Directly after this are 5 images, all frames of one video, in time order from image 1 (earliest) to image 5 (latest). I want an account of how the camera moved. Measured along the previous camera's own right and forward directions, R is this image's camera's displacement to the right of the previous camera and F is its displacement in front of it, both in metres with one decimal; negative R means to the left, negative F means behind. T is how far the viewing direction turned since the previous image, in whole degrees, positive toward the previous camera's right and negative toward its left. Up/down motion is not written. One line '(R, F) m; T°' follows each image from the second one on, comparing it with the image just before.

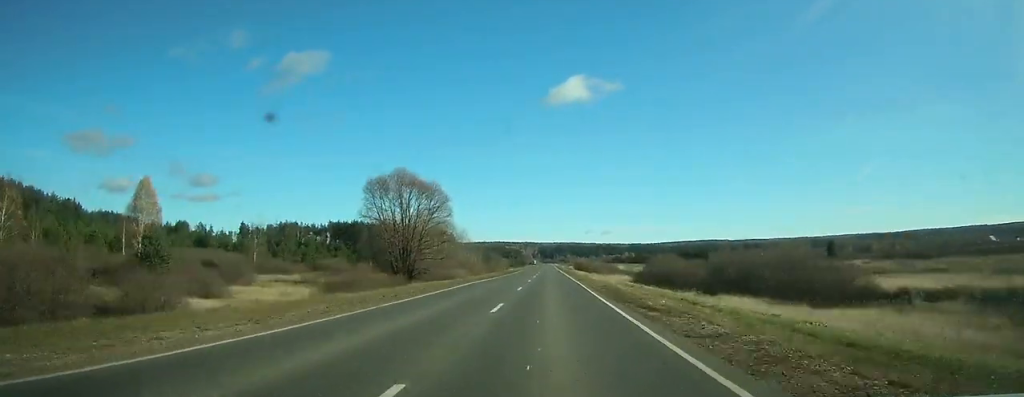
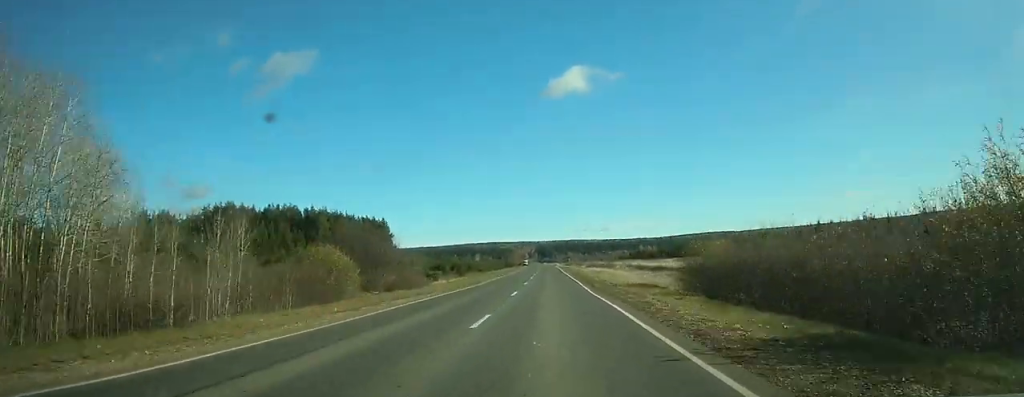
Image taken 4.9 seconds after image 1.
(+0.1, +134.1) m; 0°
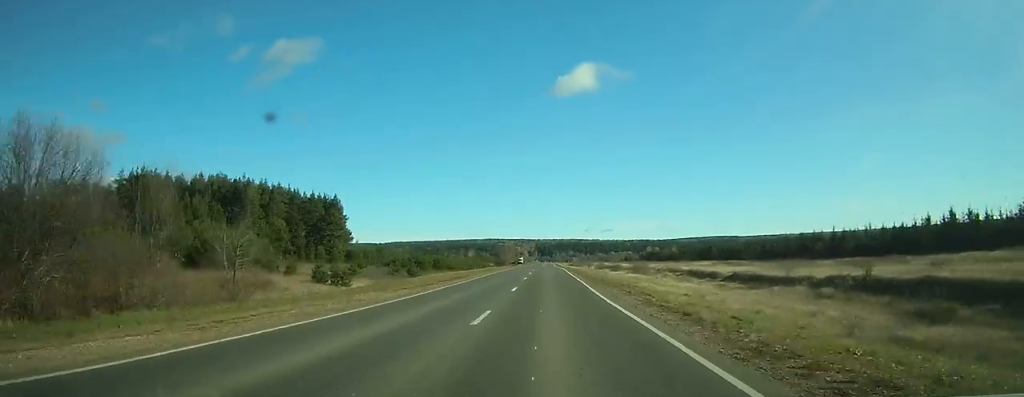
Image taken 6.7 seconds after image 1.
(0.0, +47.3) m; 0°
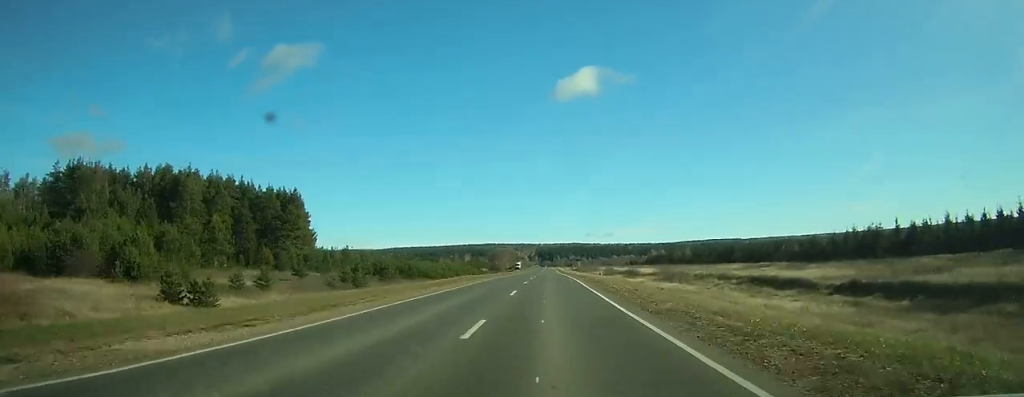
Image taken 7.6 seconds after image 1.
(0.0, +25.5) m; 0°
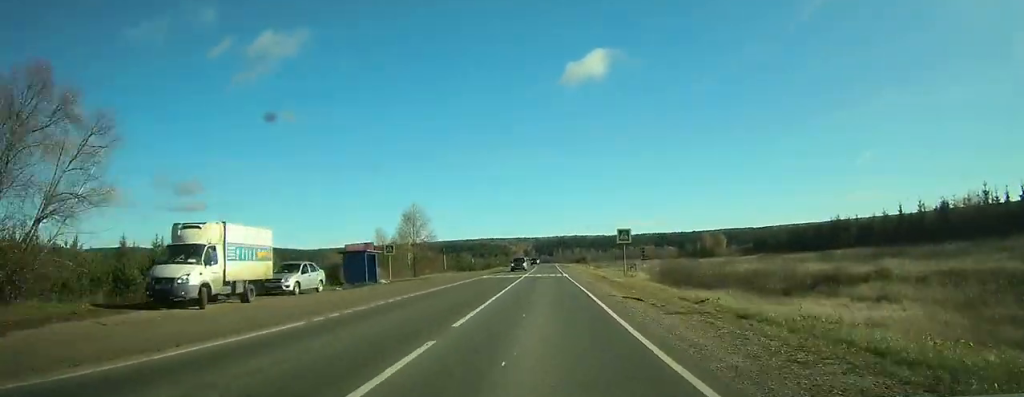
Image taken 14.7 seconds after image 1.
(+2.2, +192.6) m; +1°
